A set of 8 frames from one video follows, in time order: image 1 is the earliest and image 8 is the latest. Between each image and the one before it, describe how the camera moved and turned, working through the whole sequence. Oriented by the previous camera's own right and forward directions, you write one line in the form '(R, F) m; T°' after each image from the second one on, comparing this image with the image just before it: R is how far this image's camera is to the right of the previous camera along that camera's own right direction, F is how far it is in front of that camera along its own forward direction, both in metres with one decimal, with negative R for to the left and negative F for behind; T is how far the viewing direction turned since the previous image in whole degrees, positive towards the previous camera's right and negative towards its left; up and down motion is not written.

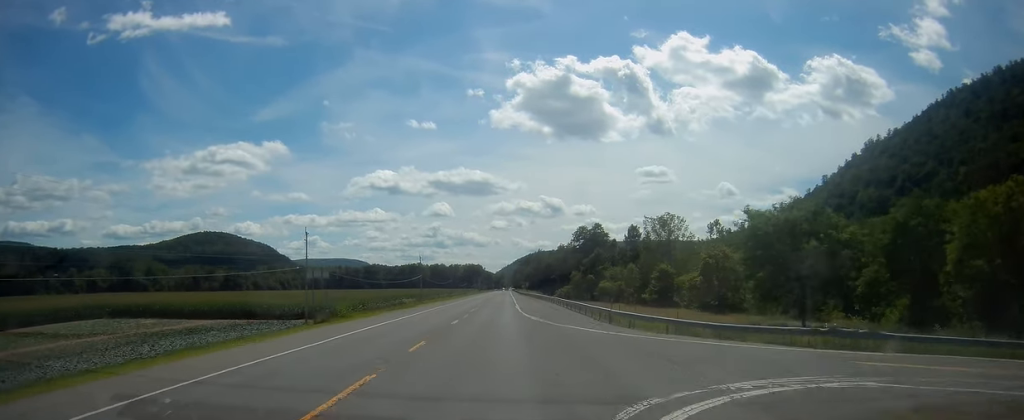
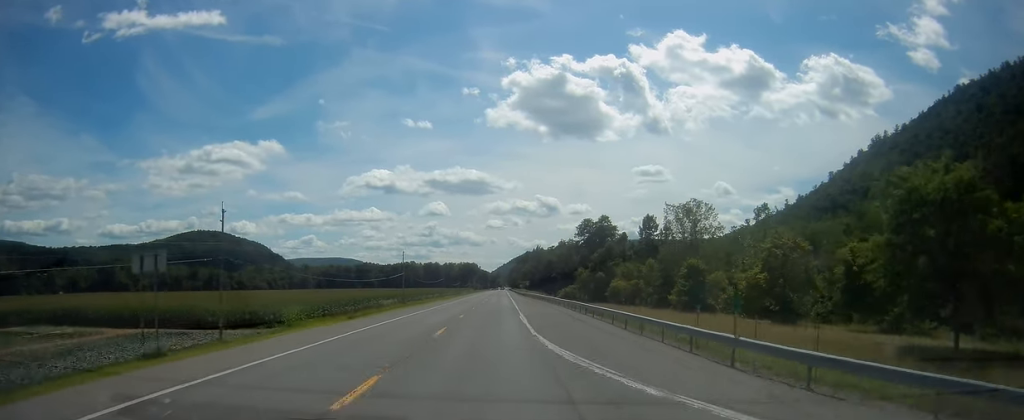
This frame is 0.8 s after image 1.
(-0.2, +20.2) m; 0°
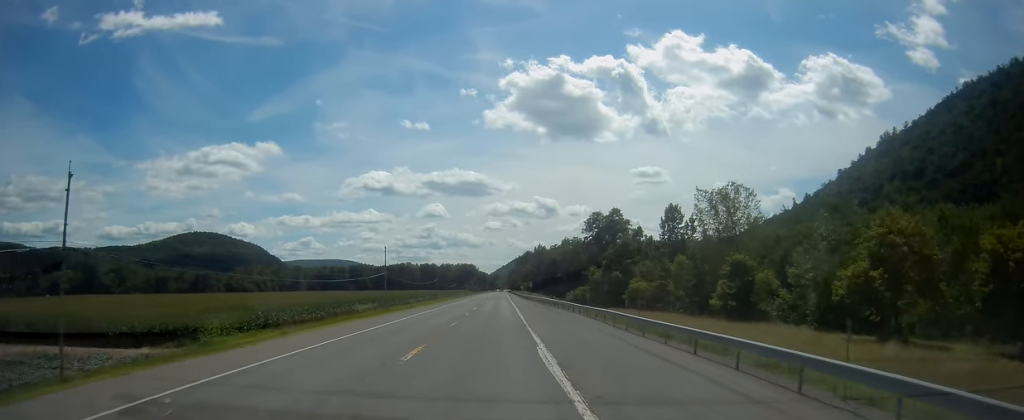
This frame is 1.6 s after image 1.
(+0.1, +19.3) m; 0°
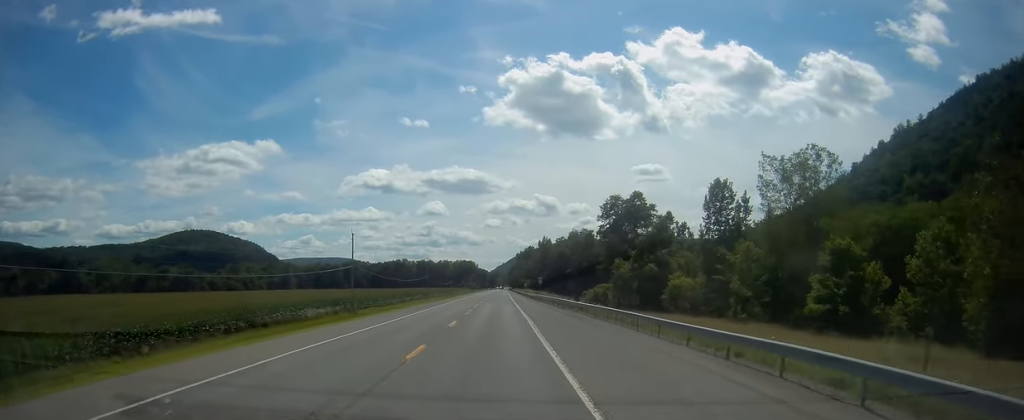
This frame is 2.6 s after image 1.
(+0.2, +25.3) m; 0°
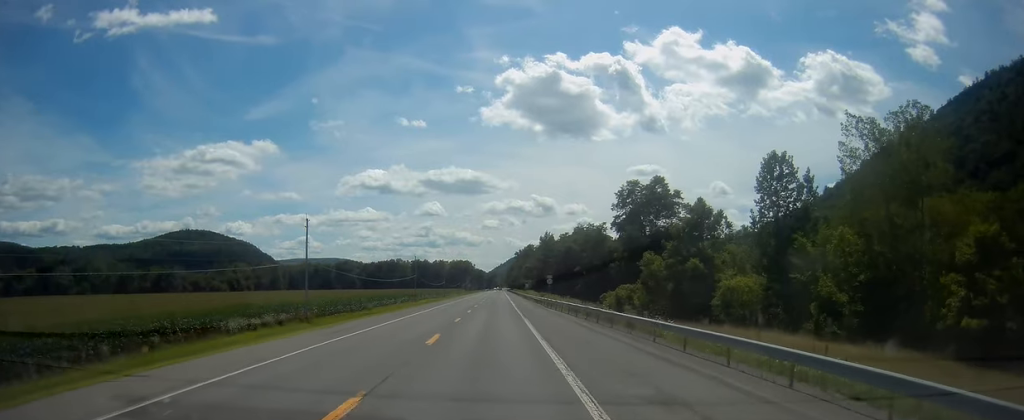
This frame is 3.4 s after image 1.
(-0.1, +20.3) m; 0°
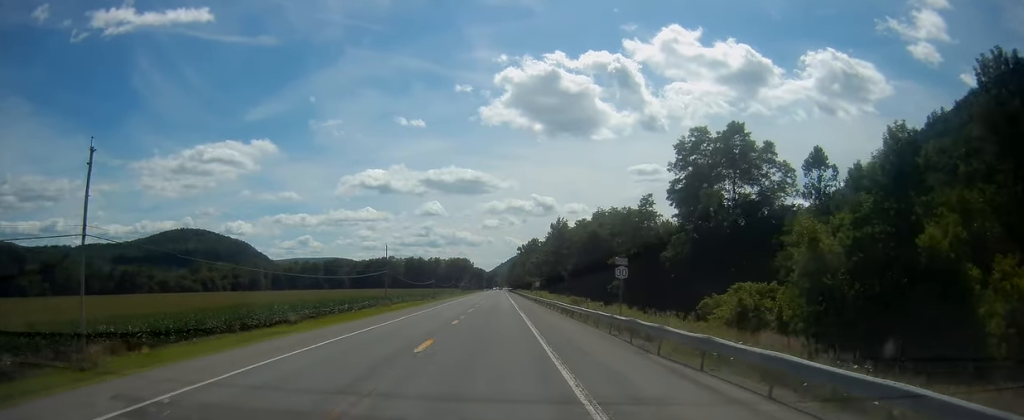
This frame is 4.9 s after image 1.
(0.0, +39.7) m; 0°
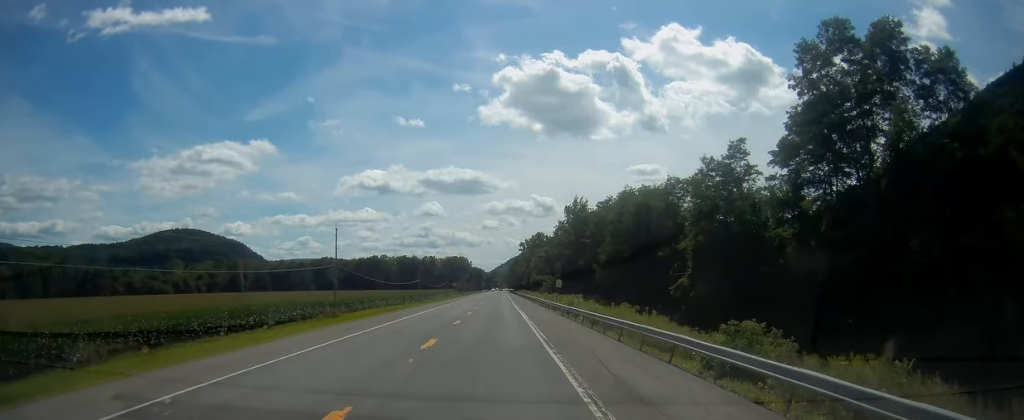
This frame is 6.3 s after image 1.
(0.0, +35.4) m; -1°
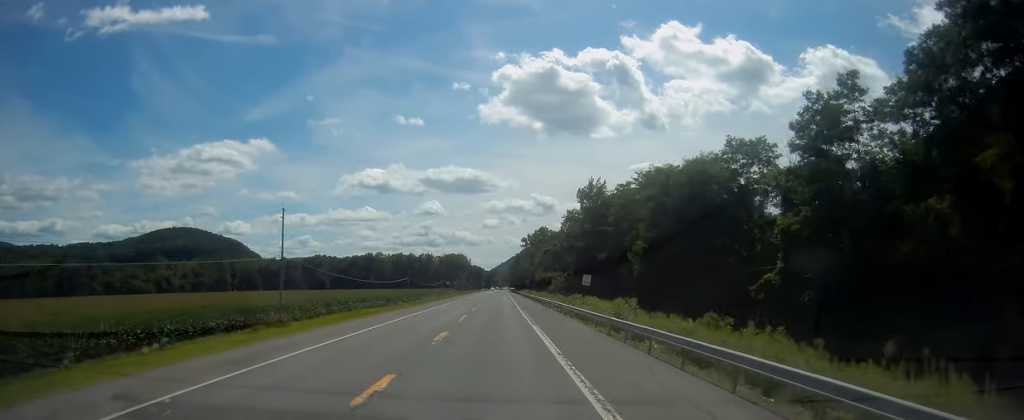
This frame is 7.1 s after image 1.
(-0.4, +20.2) m; 0°
